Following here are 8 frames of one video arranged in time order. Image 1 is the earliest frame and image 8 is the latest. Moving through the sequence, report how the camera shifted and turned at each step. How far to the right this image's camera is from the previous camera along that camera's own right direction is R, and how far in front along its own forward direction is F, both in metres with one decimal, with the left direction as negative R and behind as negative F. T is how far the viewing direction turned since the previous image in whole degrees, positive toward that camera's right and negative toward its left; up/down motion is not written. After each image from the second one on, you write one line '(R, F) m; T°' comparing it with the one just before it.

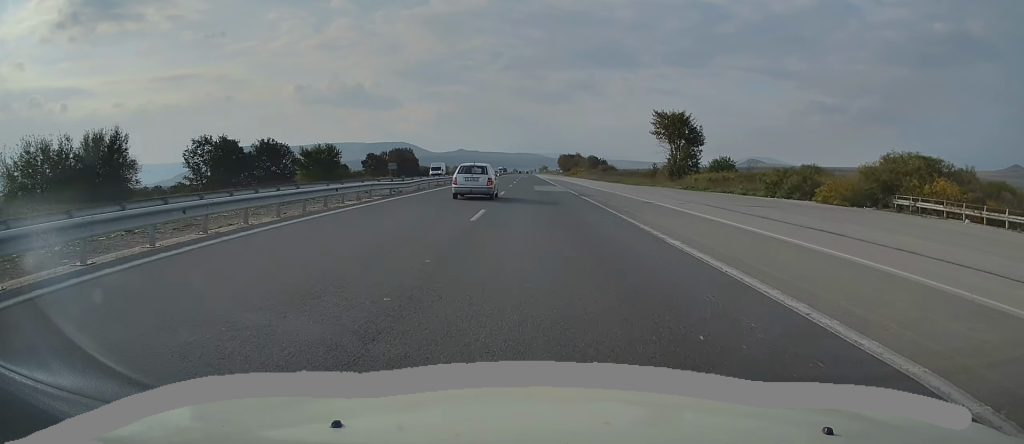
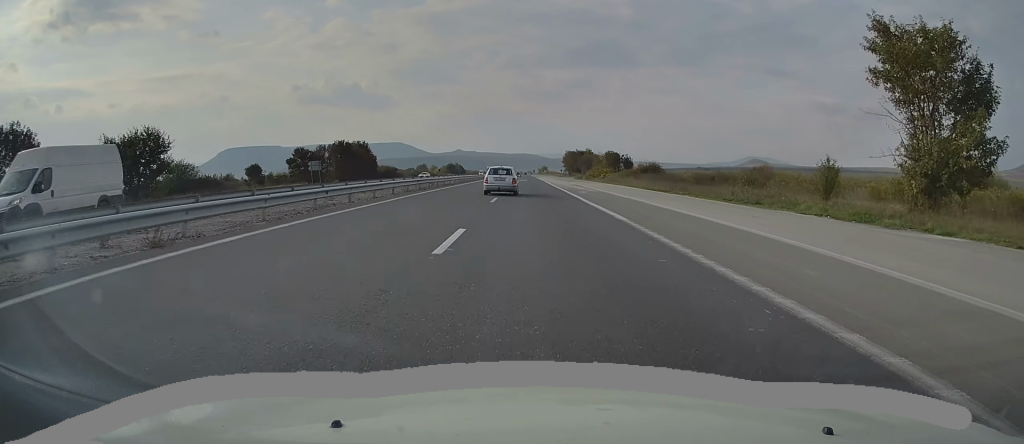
(-0.1, +54.5) m; 0°
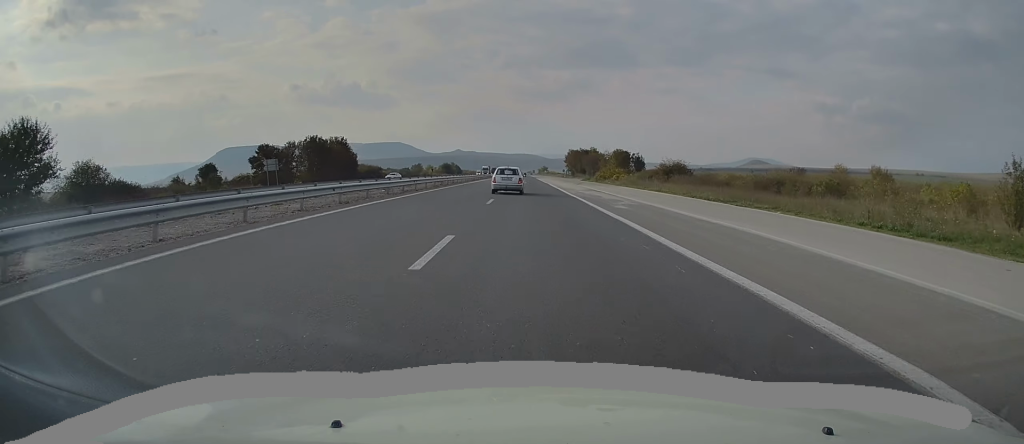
(+0.2, +16.9) m; 0°
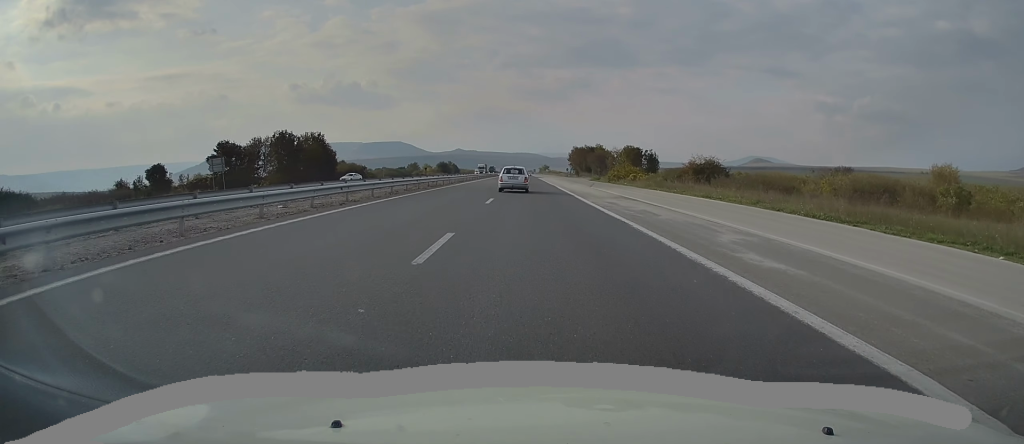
(0.0, +14.9) m; 0°
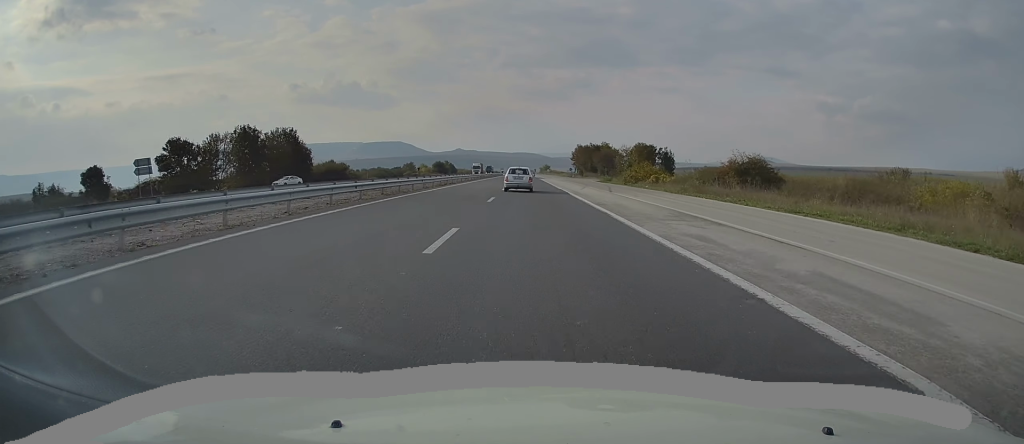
(-0.2, +13.9) m; 0°
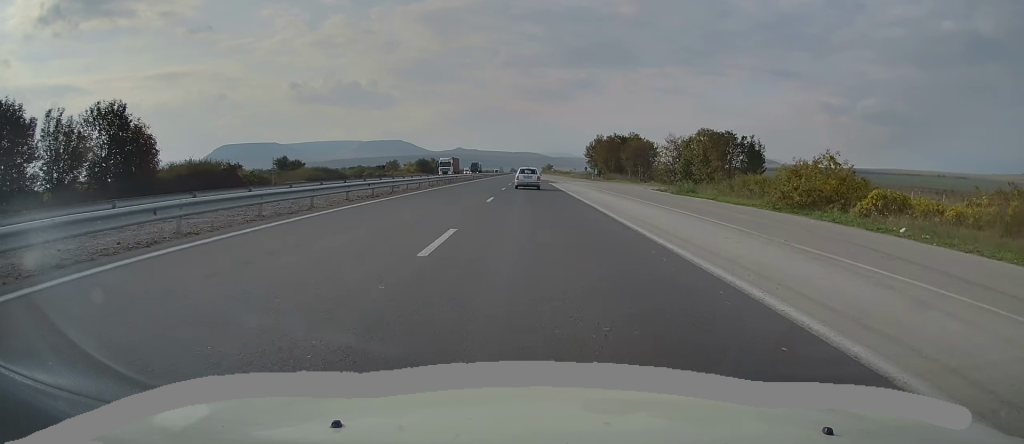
(+0.2, +46.0) m; 0°
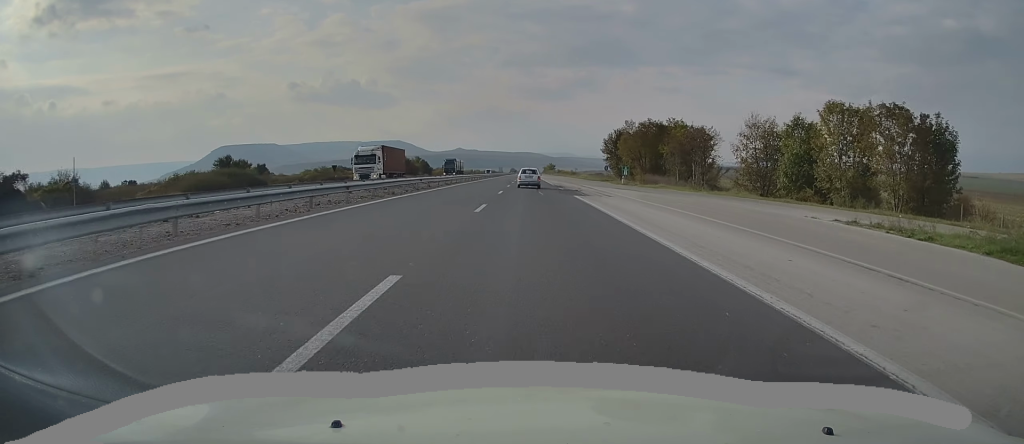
(-0.1, +36.1) m; 0°
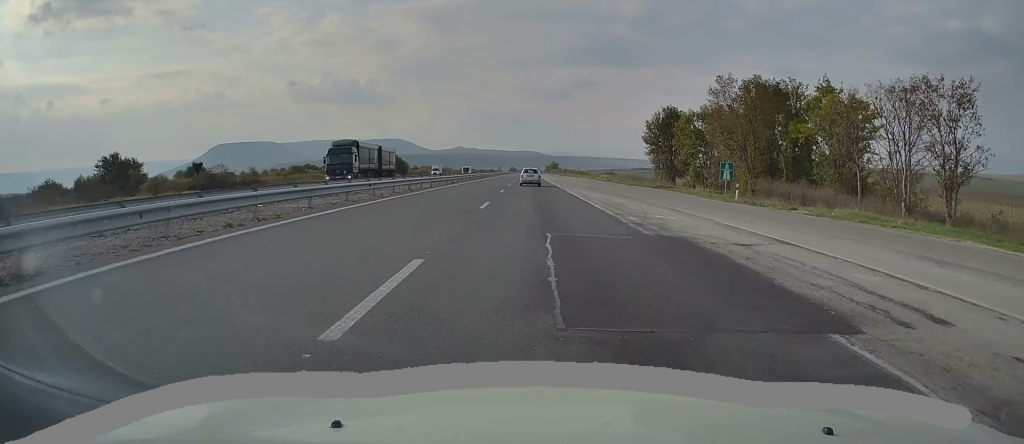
(-0.1, +44.2) m; -1°
